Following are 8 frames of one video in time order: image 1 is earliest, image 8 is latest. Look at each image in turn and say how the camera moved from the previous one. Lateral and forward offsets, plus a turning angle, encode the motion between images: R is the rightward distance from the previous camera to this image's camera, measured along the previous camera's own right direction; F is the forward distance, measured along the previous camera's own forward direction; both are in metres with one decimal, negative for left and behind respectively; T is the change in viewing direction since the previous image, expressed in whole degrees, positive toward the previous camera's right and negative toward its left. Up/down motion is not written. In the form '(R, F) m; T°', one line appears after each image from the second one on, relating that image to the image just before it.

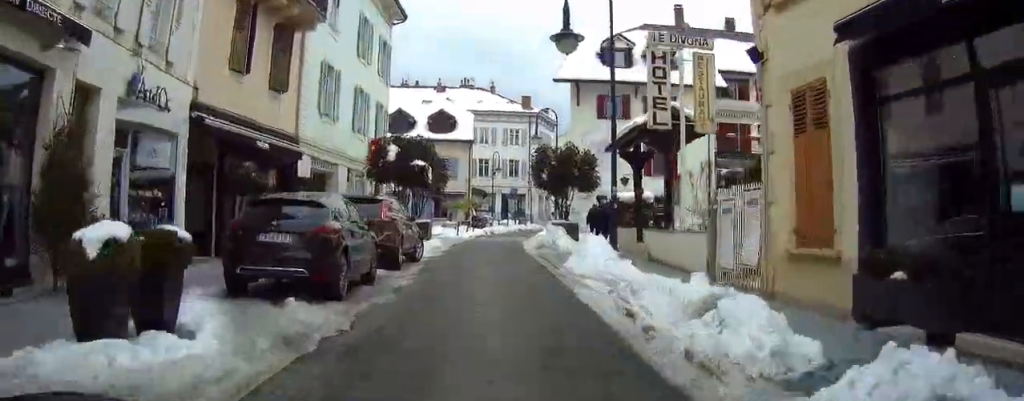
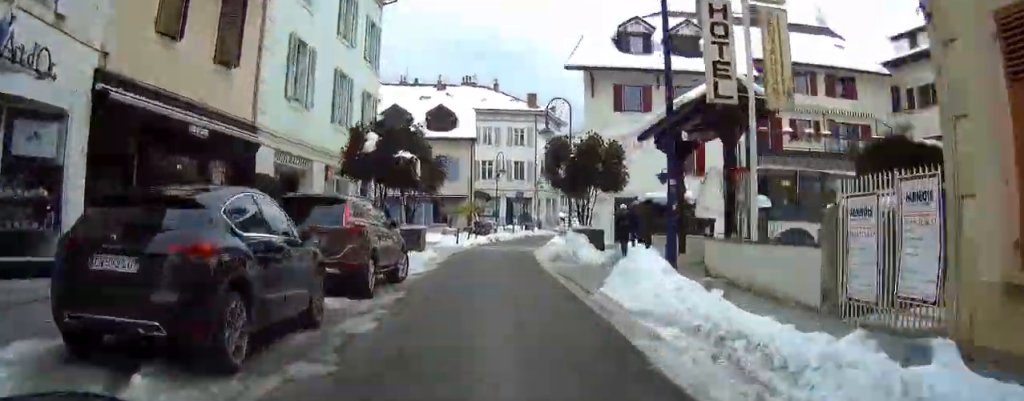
(0.0, +3.8) m; +3°
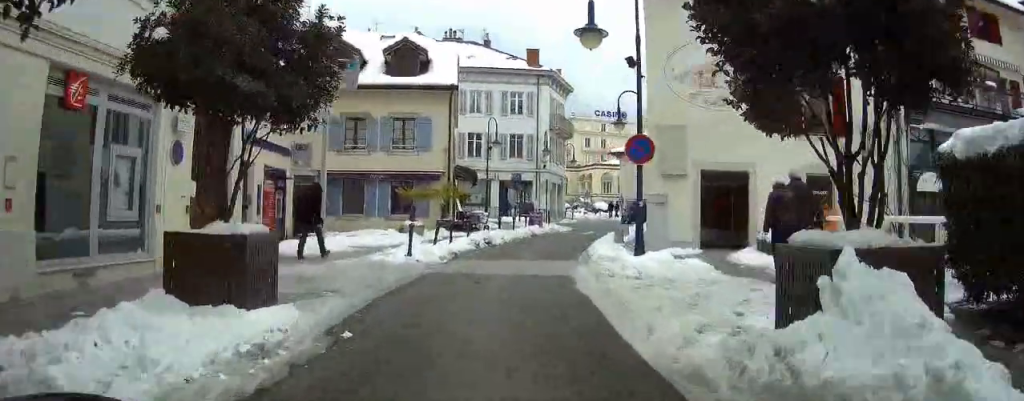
(+1.4, +13.8) m; +6°
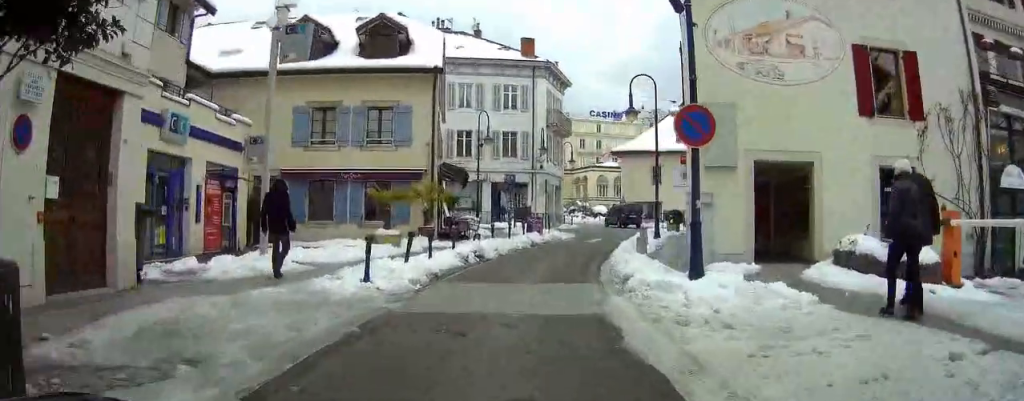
(0.0, +4.2) m; -2°
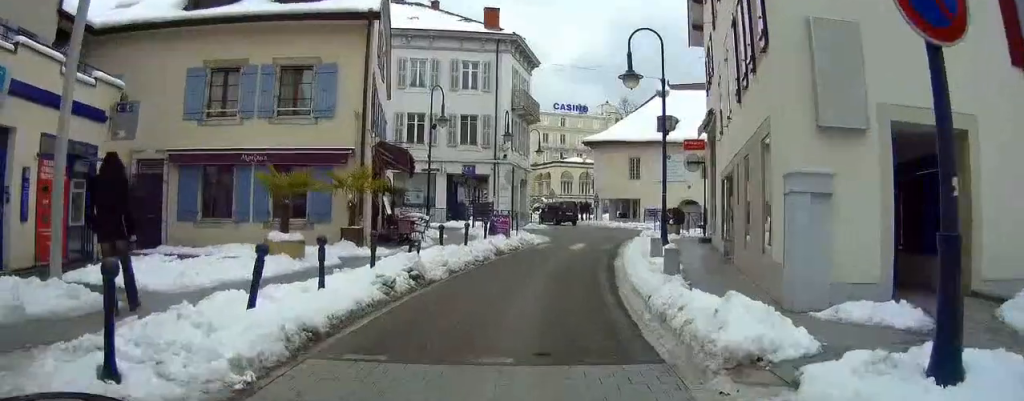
(-0.2, +6.3) m; -1°
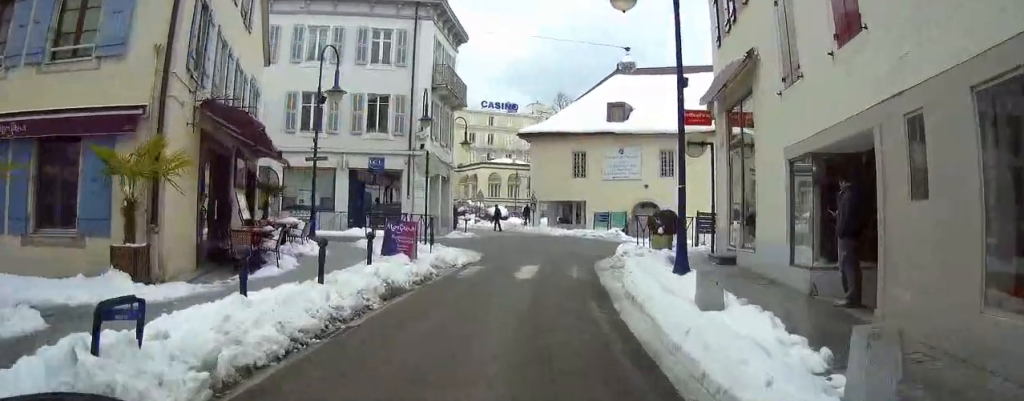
(+0.1, +8.7) m; +4°
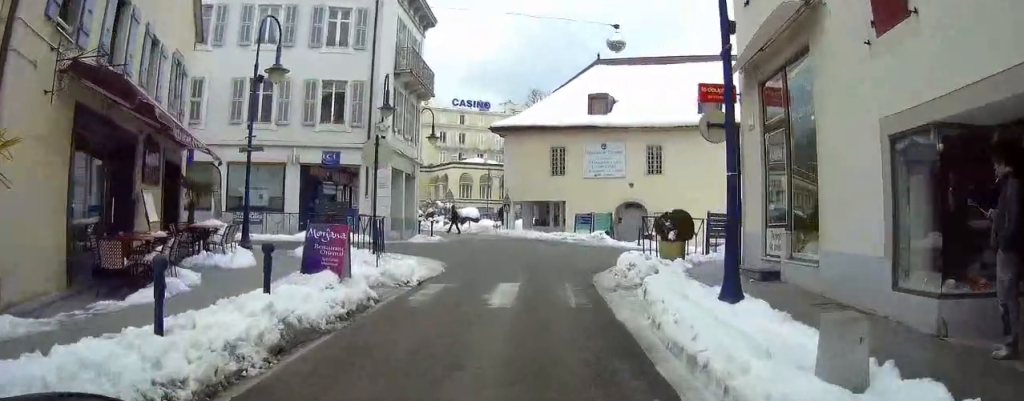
(+0.1, +3.7) m; +3°
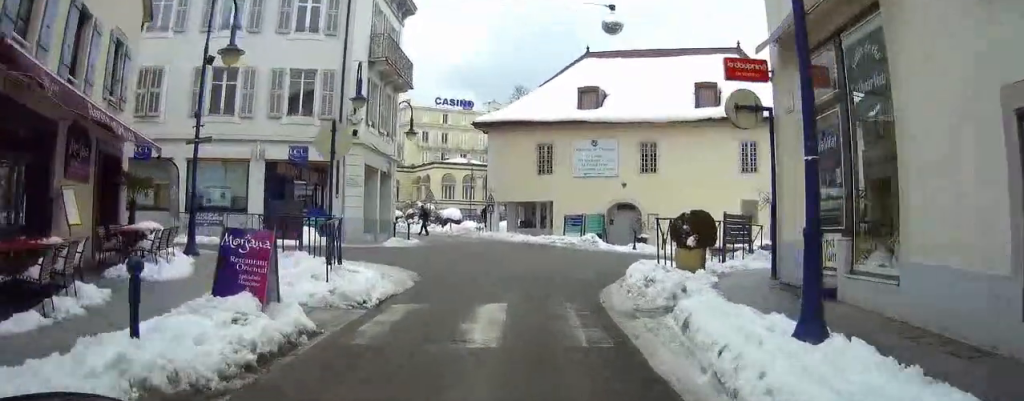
(0.0, +2.5) m; +2°
